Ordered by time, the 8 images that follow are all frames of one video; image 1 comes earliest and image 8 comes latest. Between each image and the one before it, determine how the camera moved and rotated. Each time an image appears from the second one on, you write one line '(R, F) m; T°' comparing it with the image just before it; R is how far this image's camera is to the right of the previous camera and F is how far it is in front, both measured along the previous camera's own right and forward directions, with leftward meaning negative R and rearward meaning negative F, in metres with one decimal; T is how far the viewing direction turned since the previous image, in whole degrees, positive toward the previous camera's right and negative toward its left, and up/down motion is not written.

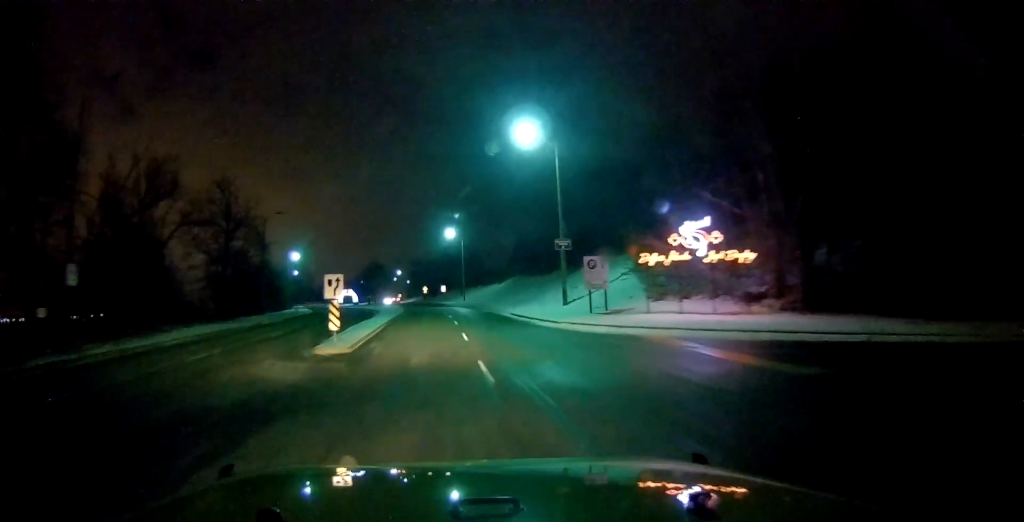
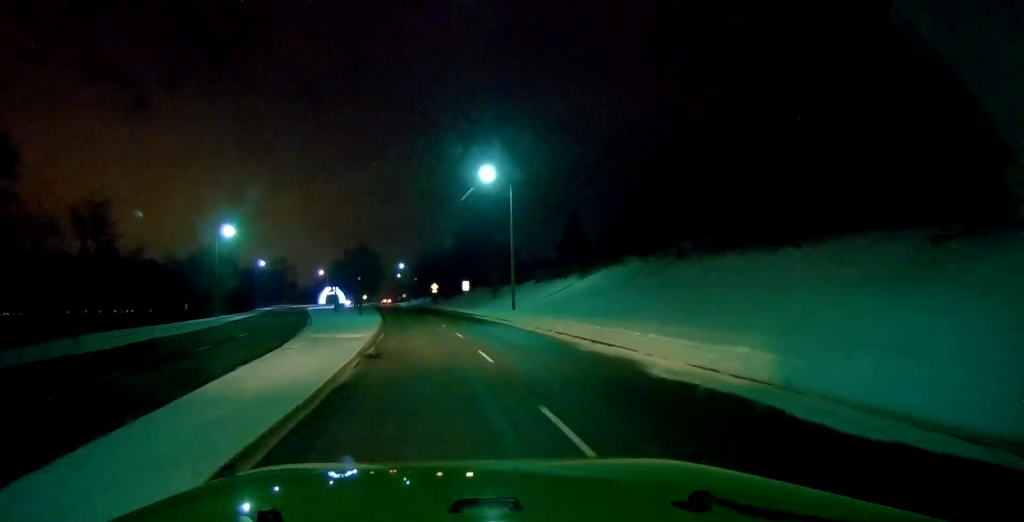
(0.0, +40.7) m; -2°
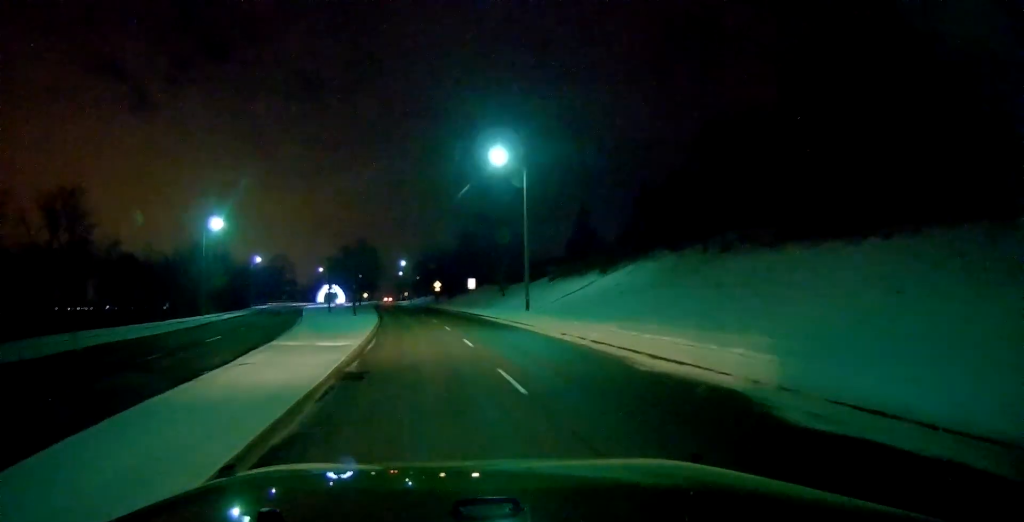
(+0.1, +4.7) m; -2°
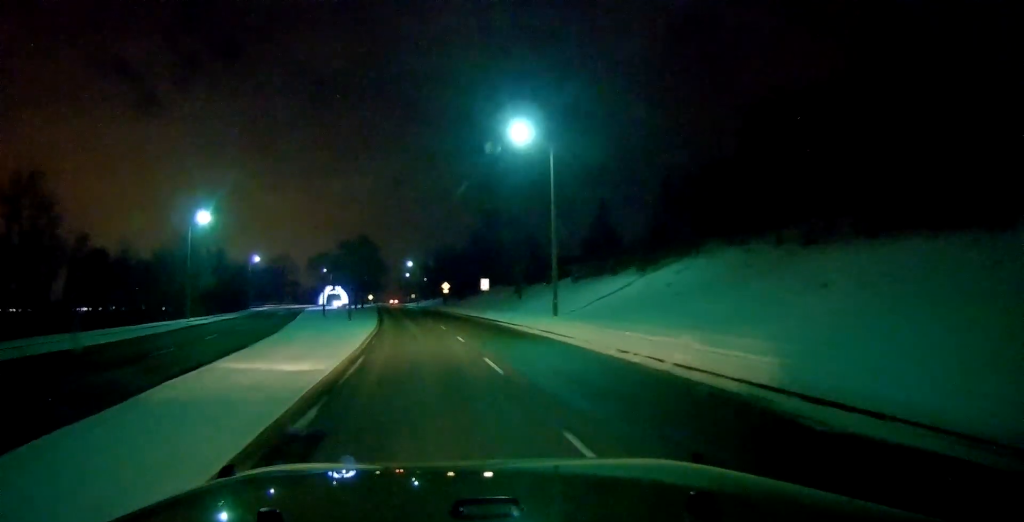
(-0.2, +5.9) m; -1°
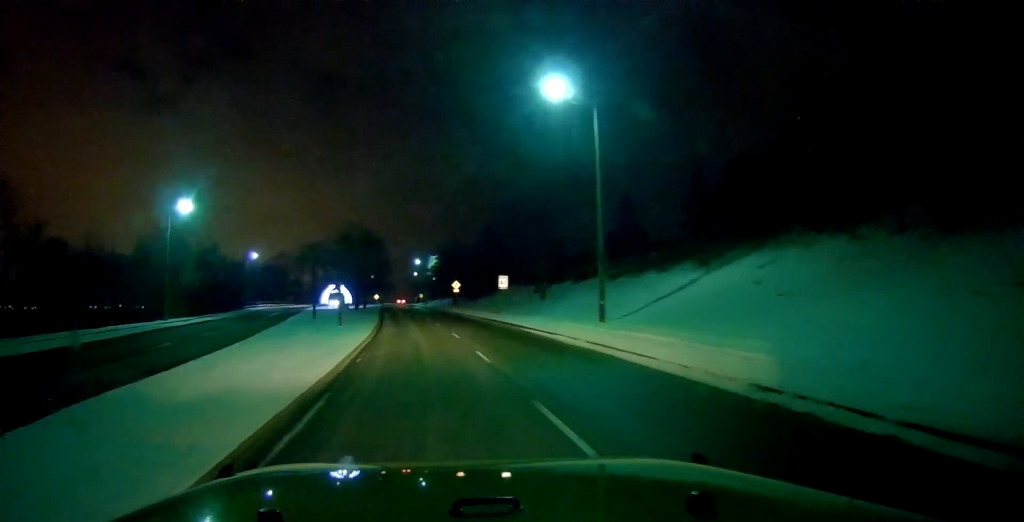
(-0.5, +6.7) m; 0°
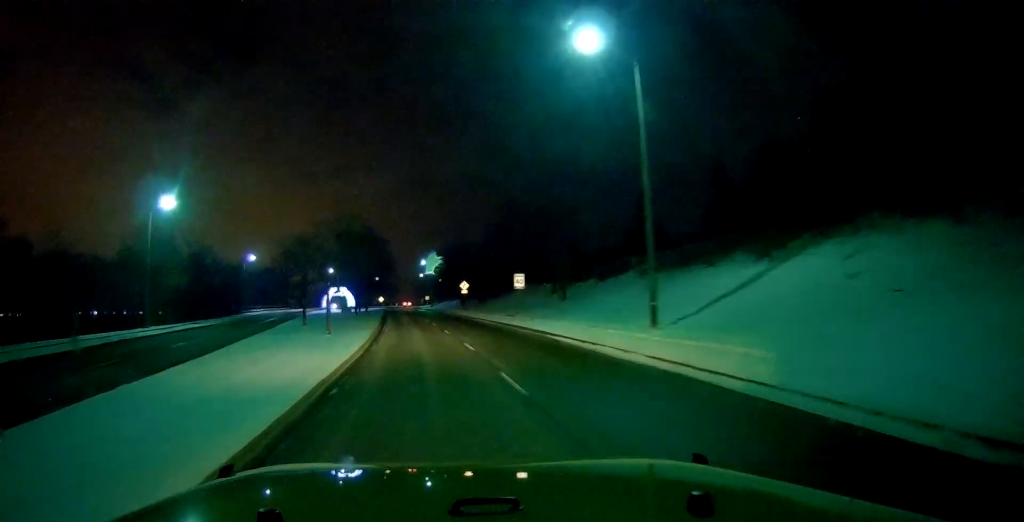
(+0.1, +4.7) m; +1°
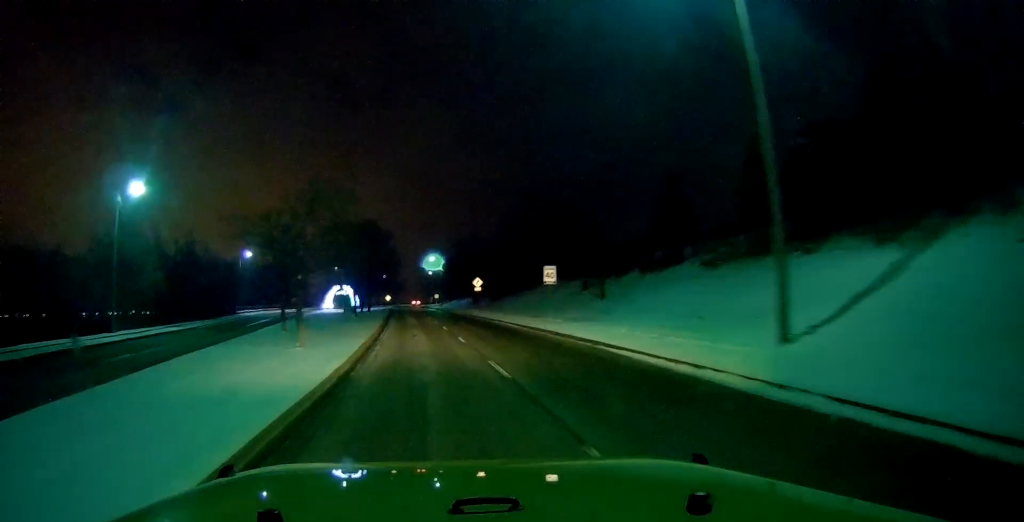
(+0.4, +6.7) m; +2°
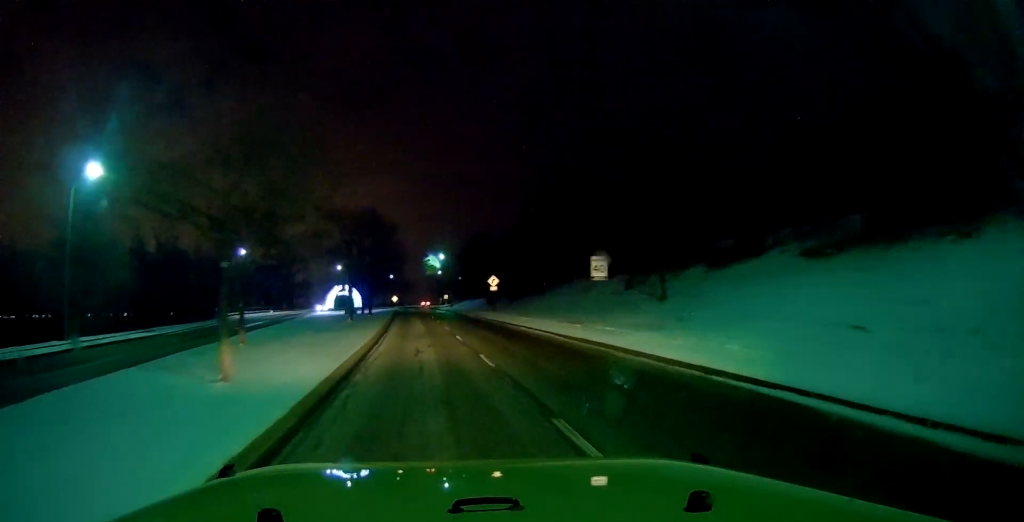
(+0.1, +7.1) m; -1°
